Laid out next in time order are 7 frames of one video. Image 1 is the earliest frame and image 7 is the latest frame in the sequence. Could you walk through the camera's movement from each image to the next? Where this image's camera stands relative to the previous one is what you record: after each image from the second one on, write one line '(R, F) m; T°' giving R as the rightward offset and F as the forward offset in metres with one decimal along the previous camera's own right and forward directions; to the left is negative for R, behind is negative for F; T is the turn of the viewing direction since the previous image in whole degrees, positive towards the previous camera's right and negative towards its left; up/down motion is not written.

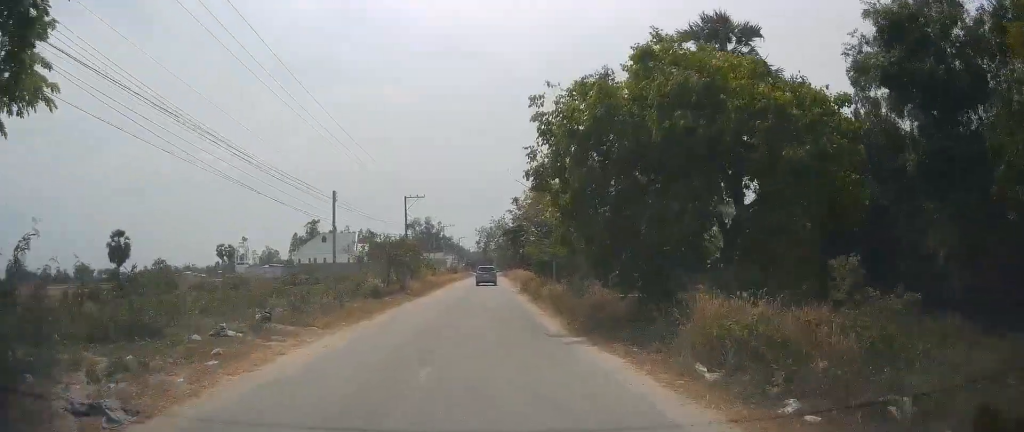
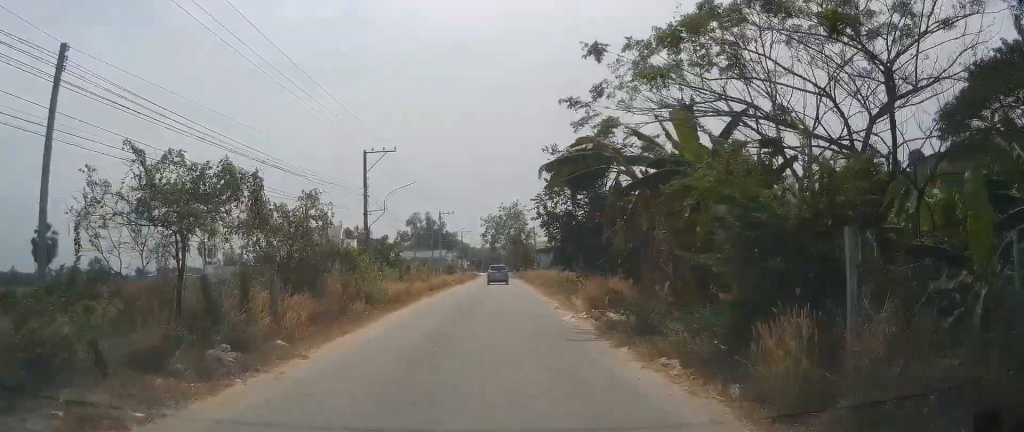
(0.0, +26.3) m; 0°
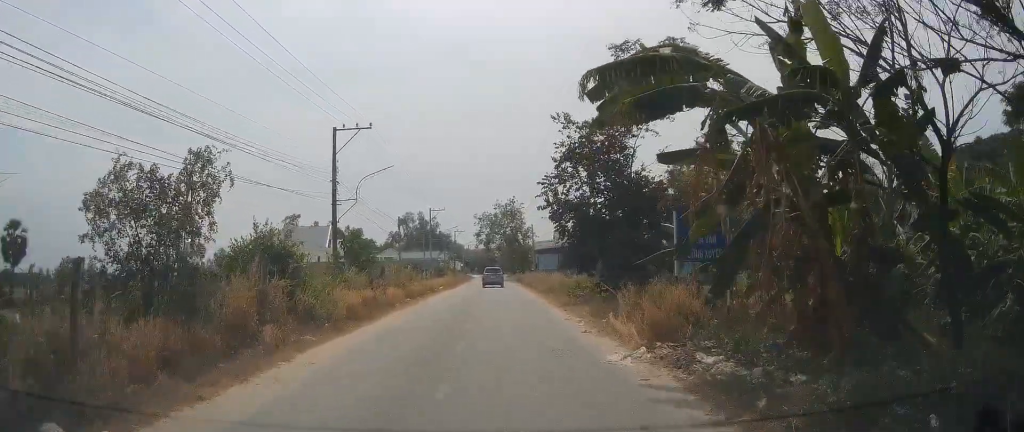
(0.0, +7.1) m; 0°
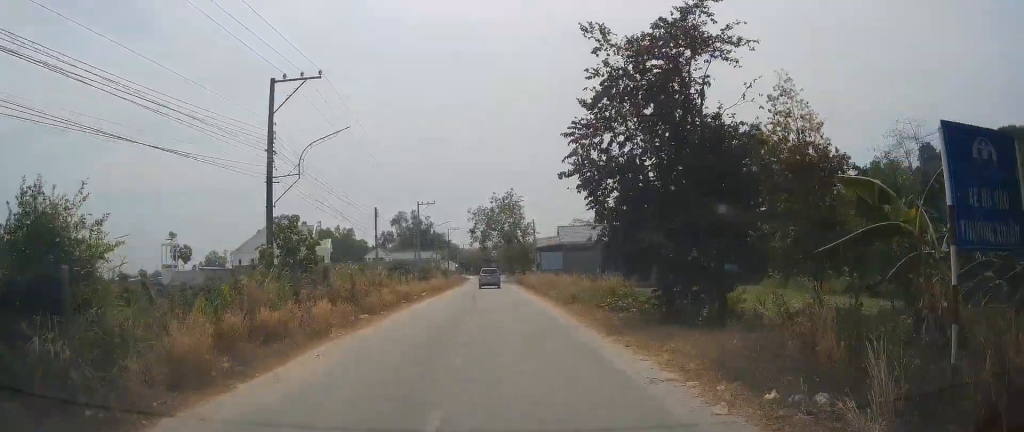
(0.0, +9.6) m; +1°
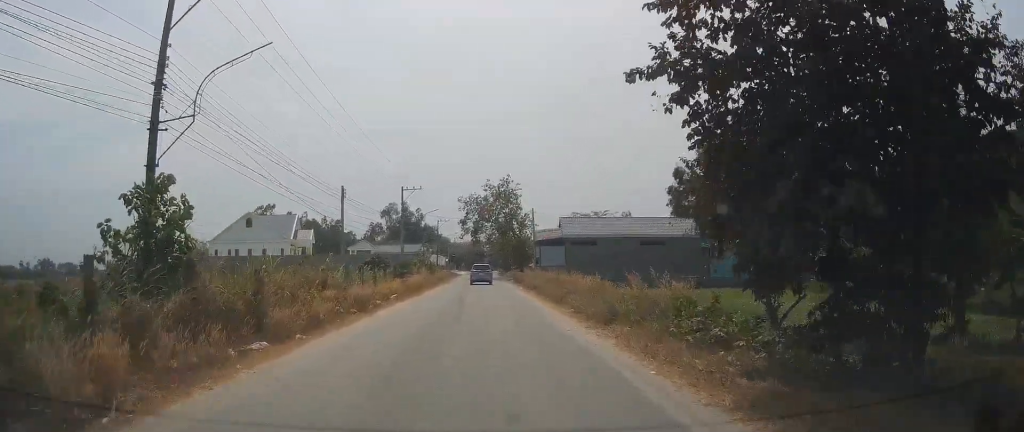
(+0.2, +9.1) m; +1°
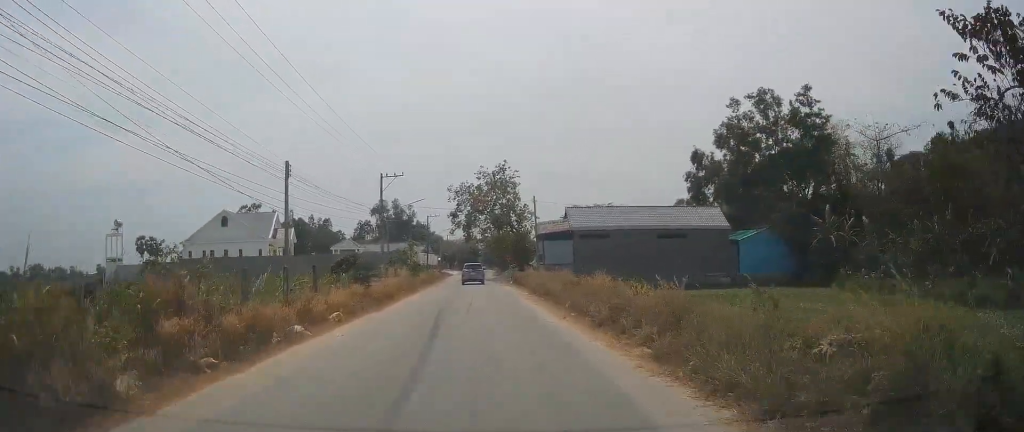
(+0.1, +10.2) m; 0°
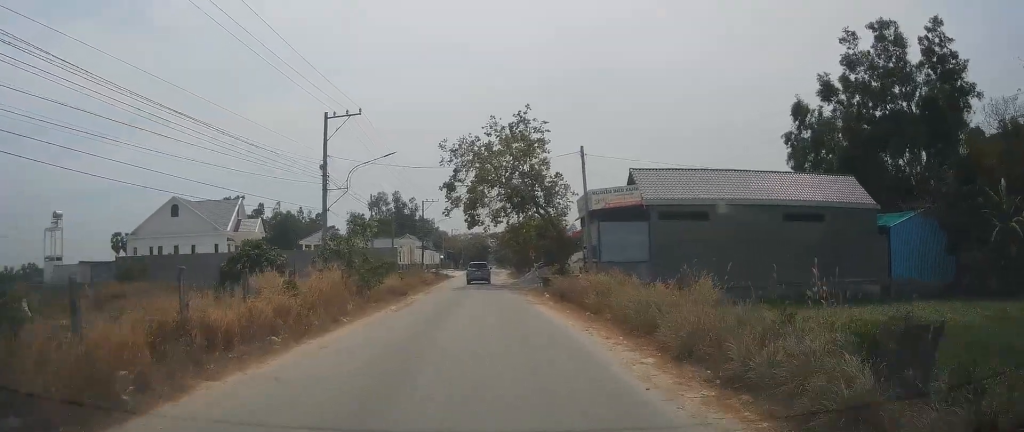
(-0.7, +24.2) m; -3°
